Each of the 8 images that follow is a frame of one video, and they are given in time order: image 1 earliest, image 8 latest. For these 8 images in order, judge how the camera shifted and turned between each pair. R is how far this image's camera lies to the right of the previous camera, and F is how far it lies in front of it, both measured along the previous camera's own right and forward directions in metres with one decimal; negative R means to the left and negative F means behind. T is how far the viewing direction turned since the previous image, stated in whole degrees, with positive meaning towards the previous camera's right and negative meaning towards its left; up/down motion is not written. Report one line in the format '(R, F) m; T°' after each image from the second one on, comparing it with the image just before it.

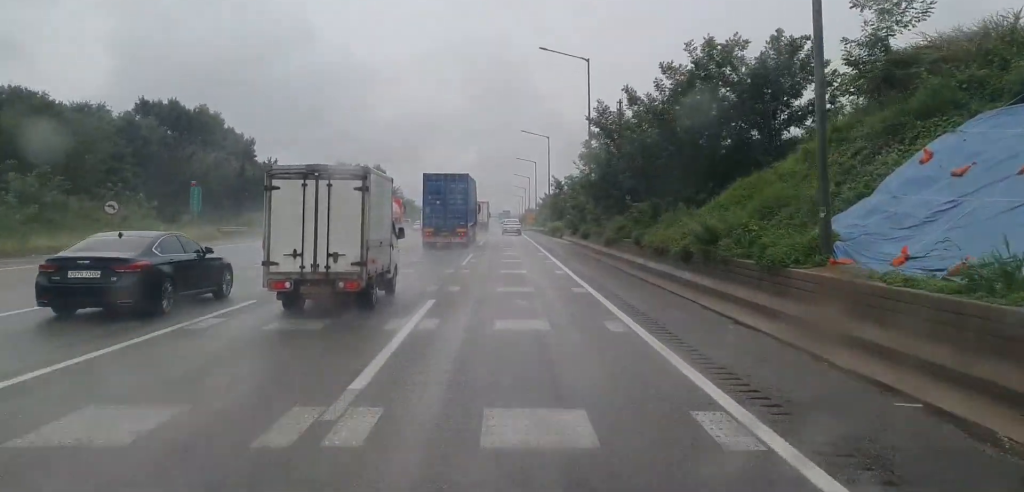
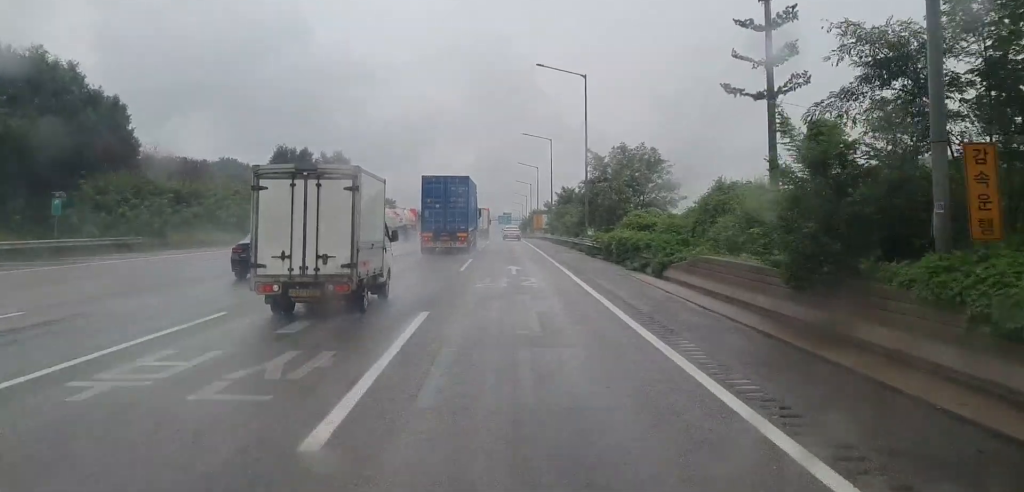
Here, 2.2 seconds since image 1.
(+0.2, +43.3) m; -2°
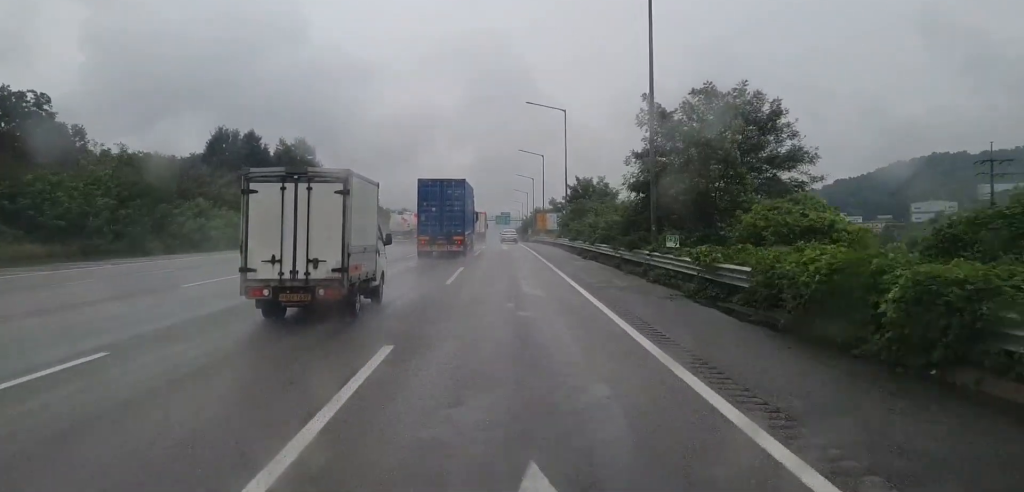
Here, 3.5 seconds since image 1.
(-0.5, +24.8) m; 0°
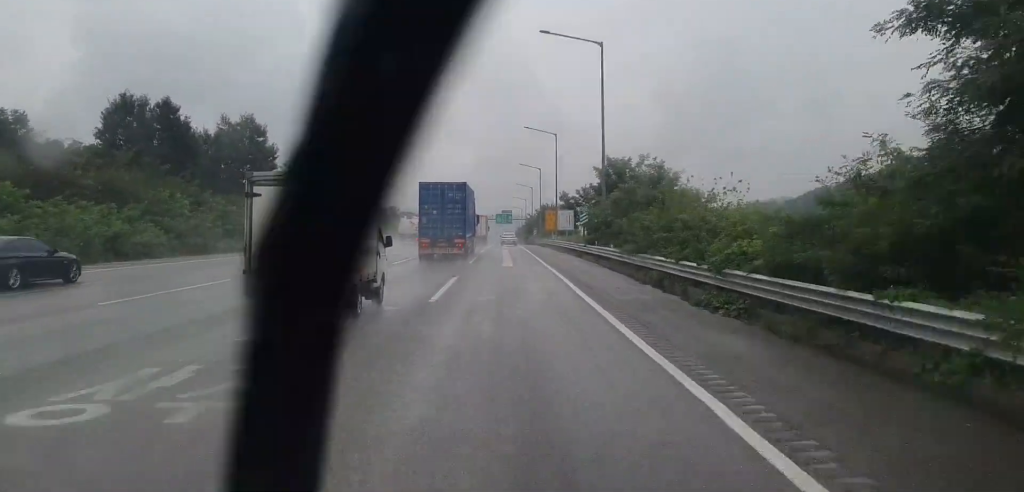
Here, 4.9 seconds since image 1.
(+0.3, +24.9) m; 0°
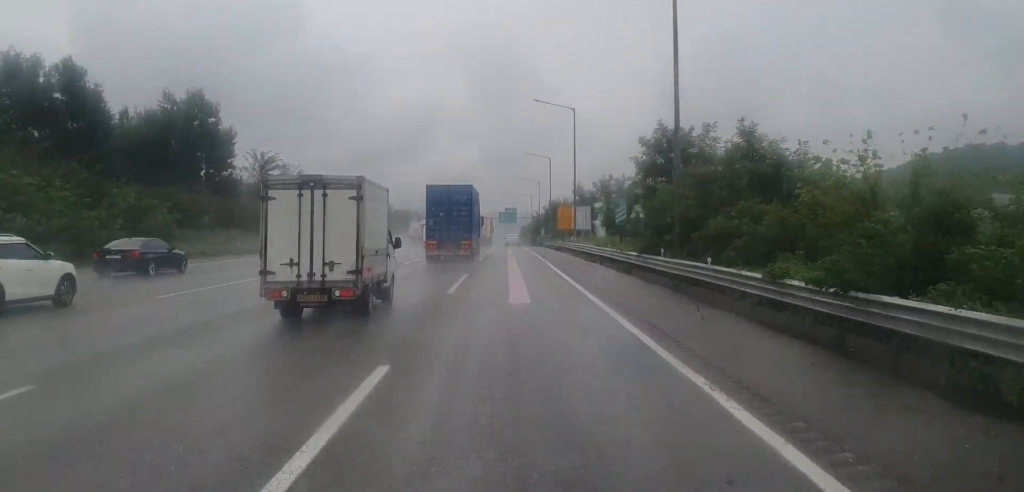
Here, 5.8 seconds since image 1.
(-0.2, +16.9) m; -1°
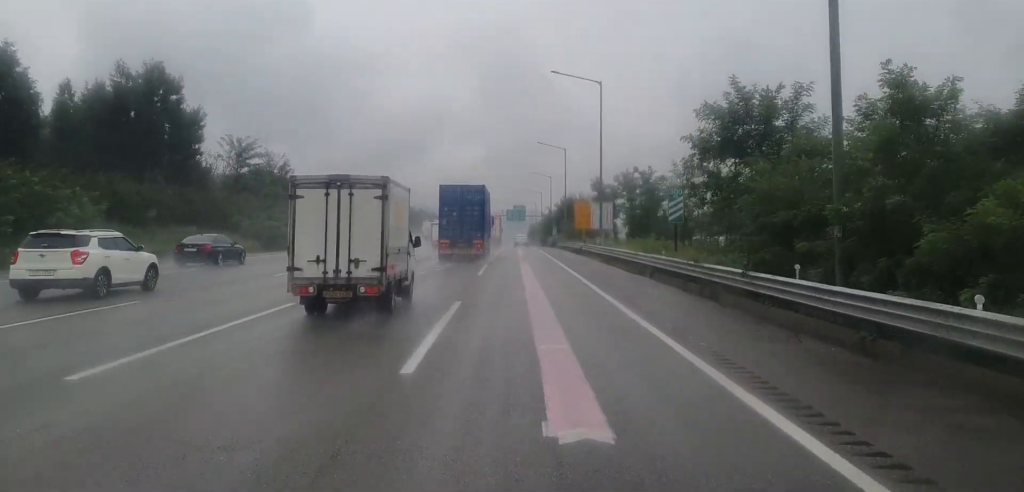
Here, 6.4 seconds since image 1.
(-0.1, +11.1) m; 0°
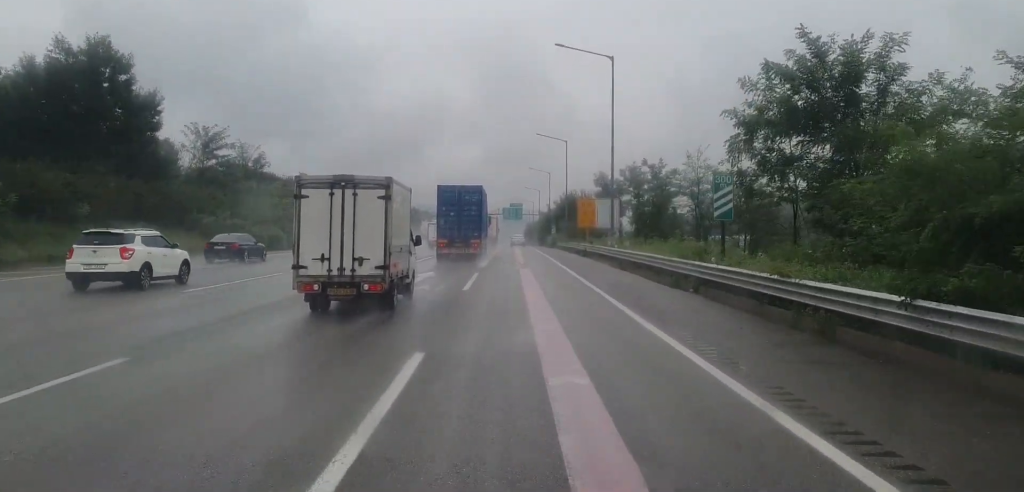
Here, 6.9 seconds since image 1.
(0.0, +7.2) m; 0°
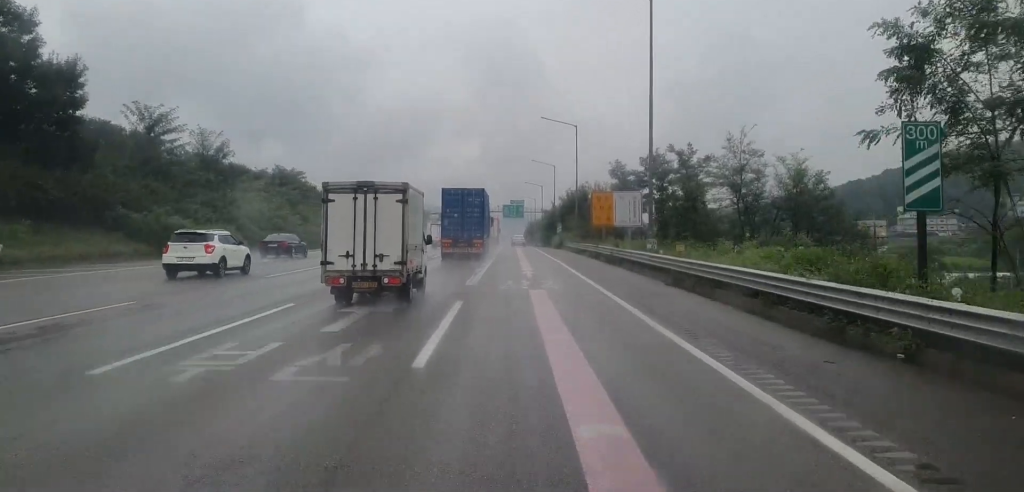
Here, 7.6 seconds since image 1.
(+0.1, +11.6) m; 0°
